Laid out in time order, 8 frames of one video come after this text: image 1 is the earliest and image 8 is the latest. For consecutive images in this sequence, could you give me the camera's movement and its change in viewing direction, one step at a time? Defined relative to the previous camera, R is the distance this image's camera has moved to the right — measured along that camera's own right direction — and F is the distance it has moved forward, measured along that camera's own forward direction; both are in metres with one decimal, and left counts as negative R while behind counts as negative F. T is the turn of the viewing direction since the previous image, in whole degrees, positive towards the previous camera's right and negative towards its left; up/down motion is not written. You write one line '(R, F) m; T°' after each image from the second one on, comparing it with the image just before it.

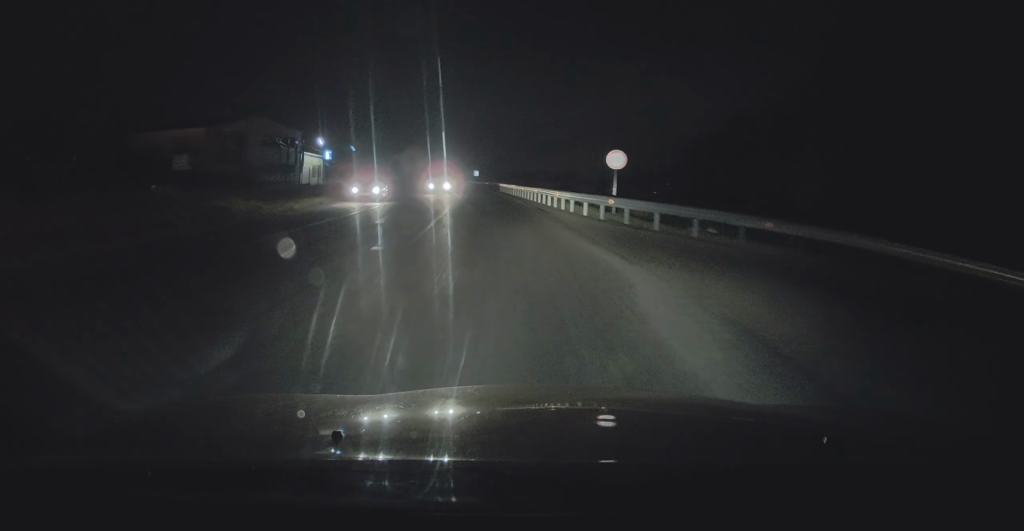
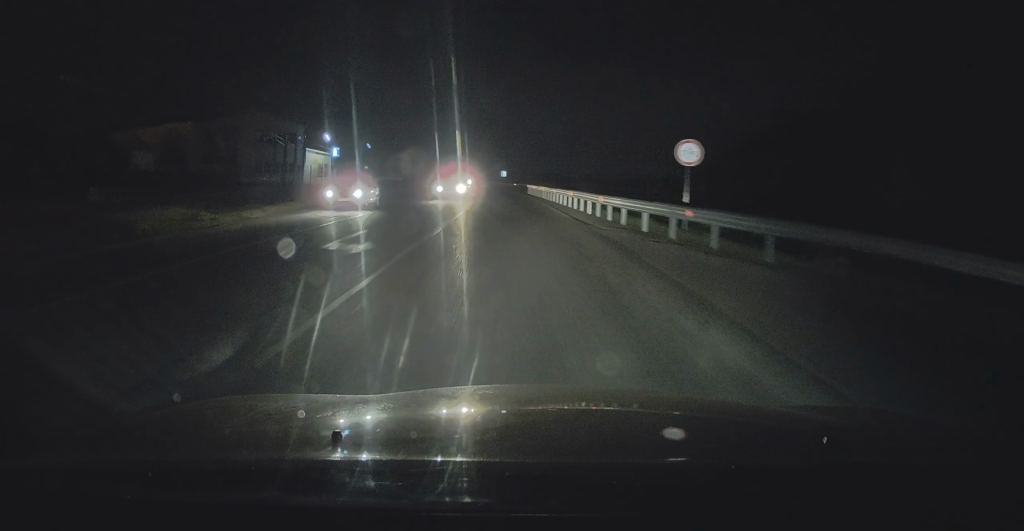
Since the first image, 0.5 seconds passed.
(-0.1, +7.2) m; -1°
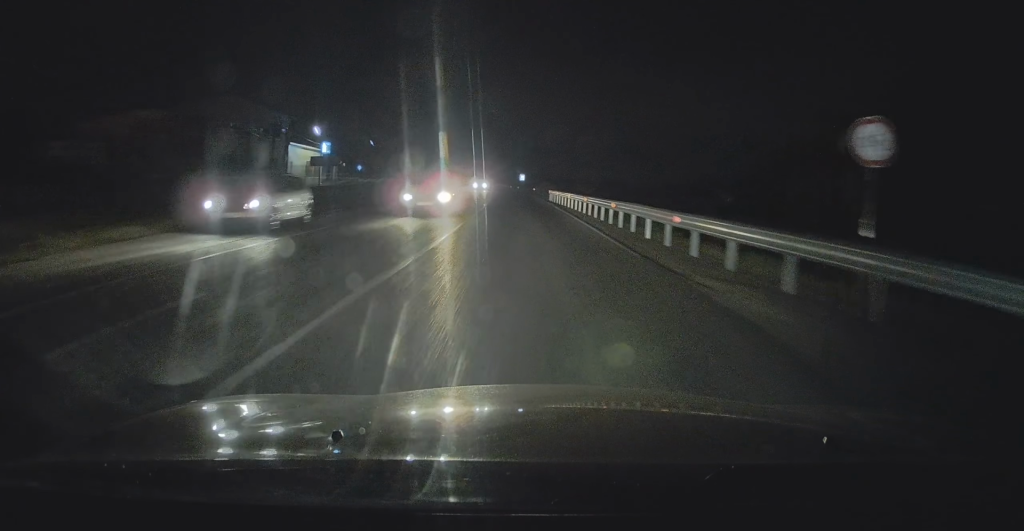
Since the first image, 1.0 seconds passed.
(-0.1, +8.8) m; -2°
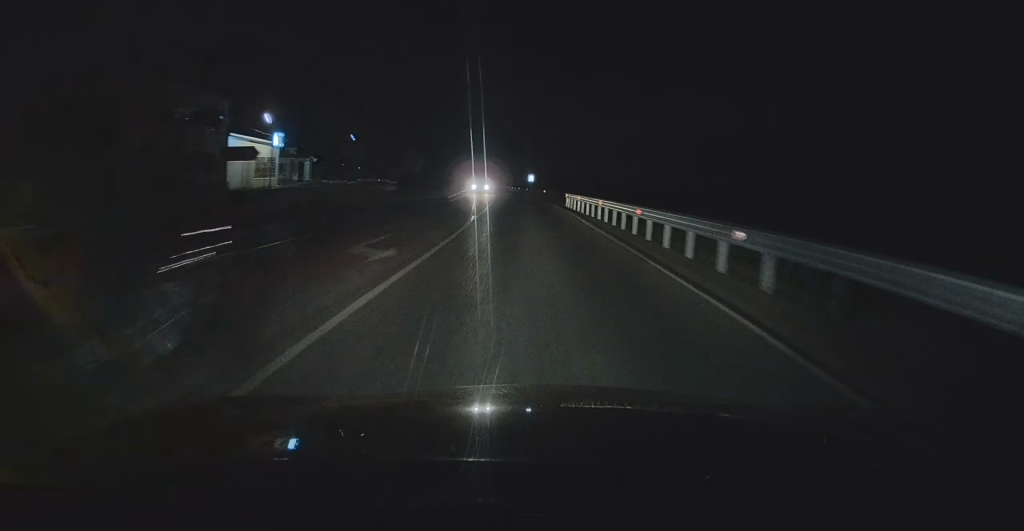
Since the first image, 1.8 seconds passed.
(-0.3, +12.1) m; -2°
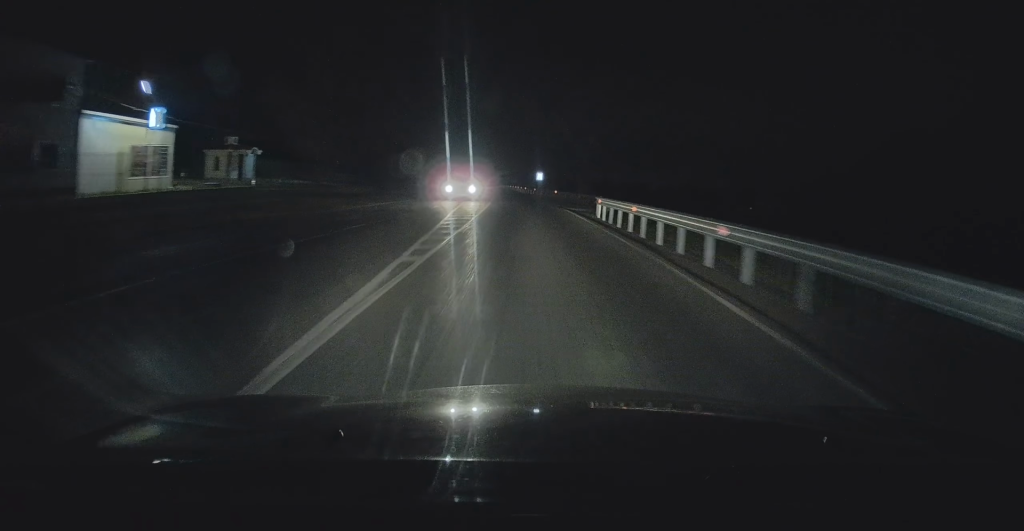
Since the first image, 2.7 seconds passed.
(-0.2, +15.0) m; -1°
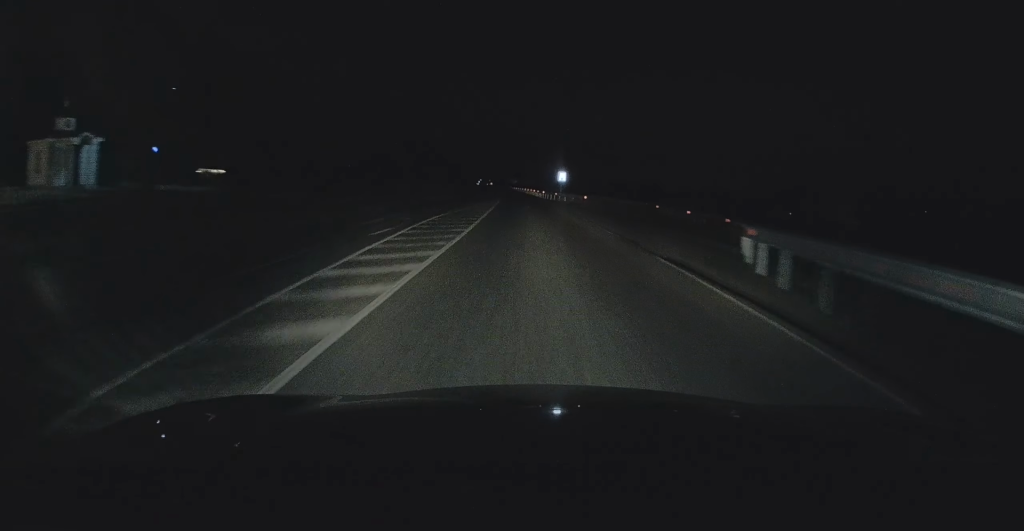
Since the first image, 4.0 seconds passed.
(0.0, +21.5) m; -1°
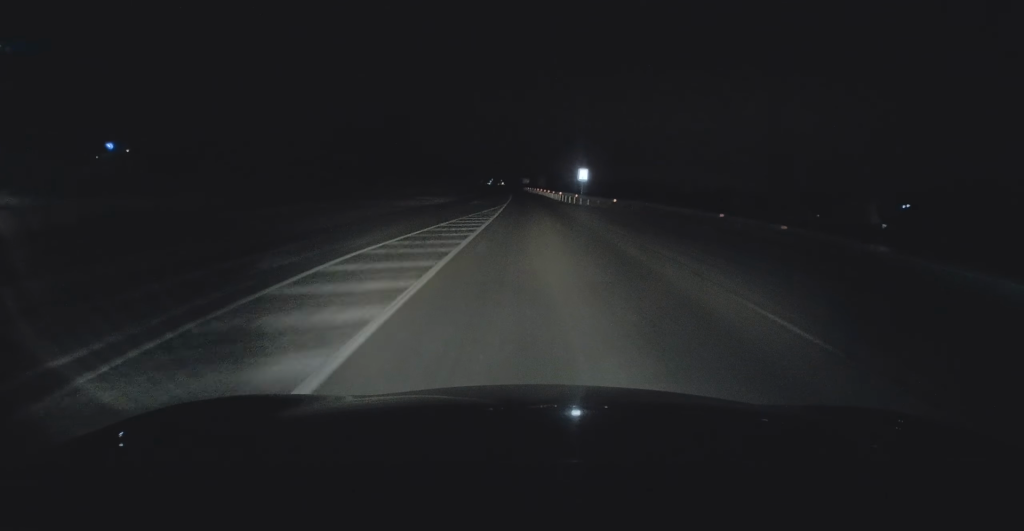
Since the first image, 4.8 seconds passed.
(-0.3, +12.3) m; -1°
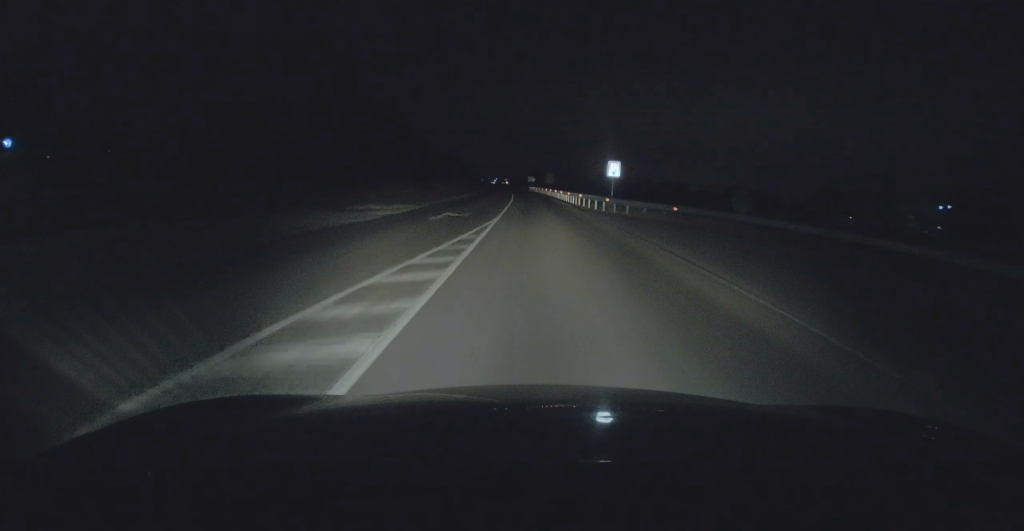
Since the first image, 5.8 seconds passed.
(-0.3, +17.6) m; -1°
